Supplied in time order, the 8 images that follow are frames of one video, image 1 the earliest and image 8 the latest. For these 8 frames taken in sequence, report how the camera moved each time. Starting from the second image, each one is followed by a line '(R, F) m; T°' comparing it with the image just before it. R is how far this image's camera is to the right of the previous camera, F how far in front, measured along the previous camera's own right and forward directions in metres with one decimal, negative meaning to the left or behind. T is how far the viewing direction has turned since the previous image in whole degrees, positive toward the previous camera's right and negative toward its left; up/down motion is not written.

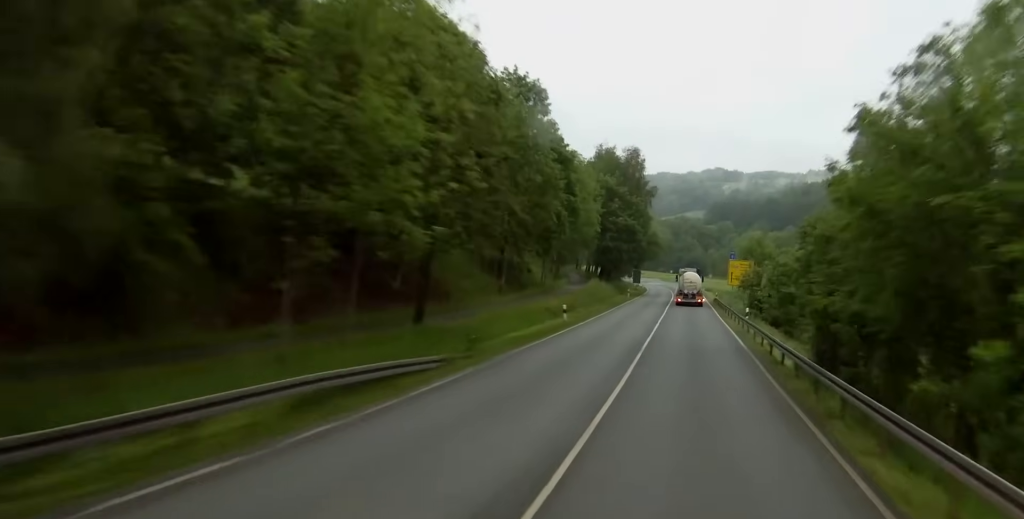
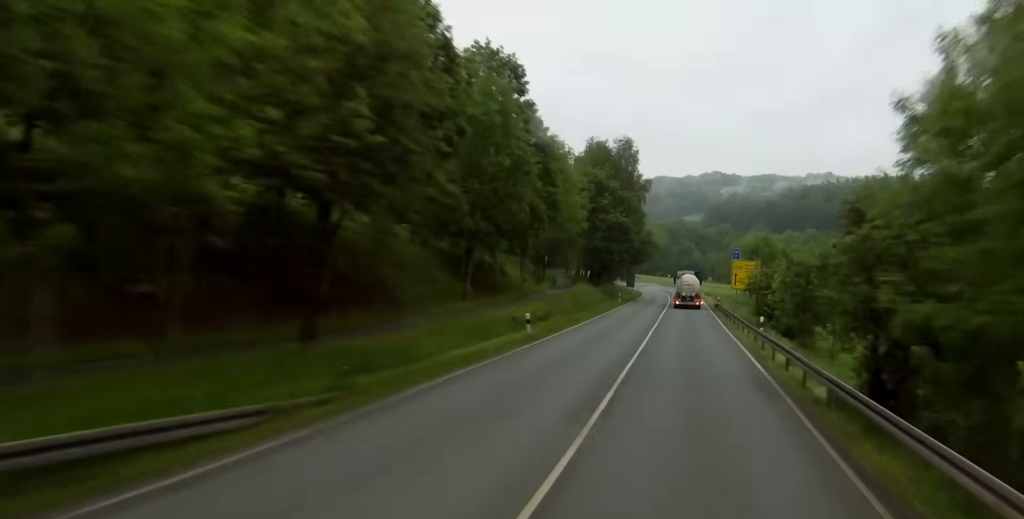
(-0.1, +10.6) m; 0°
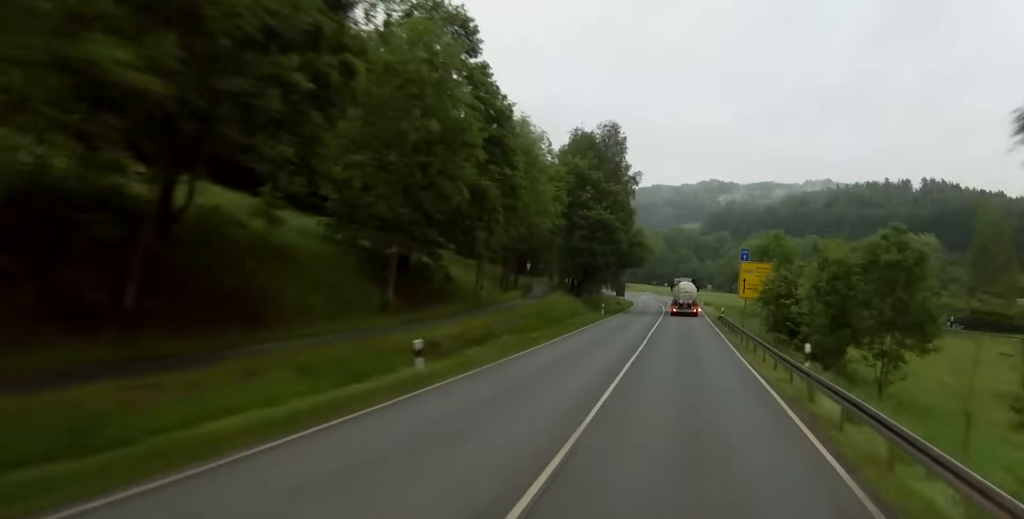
(0.0, +15.2) m; 0°
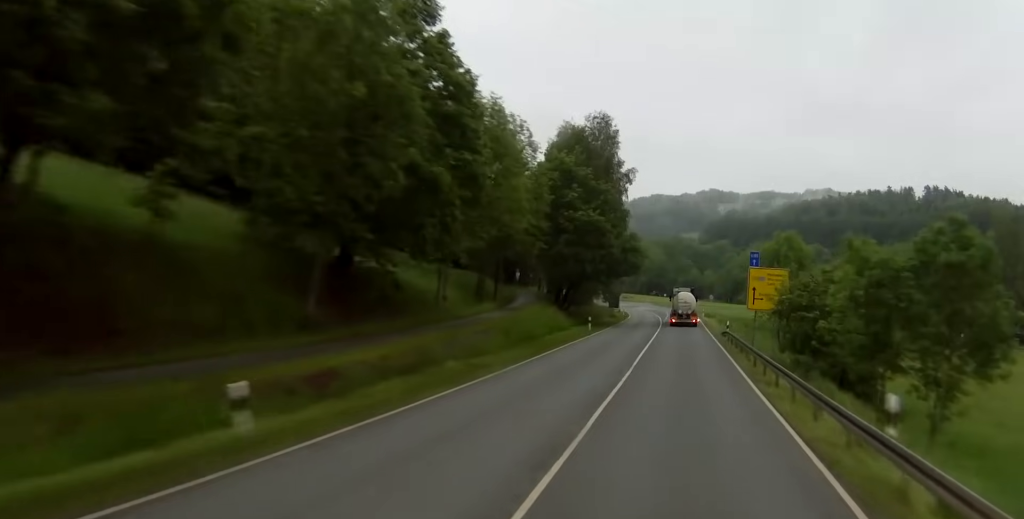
(0.0, +9.5) m; 0°
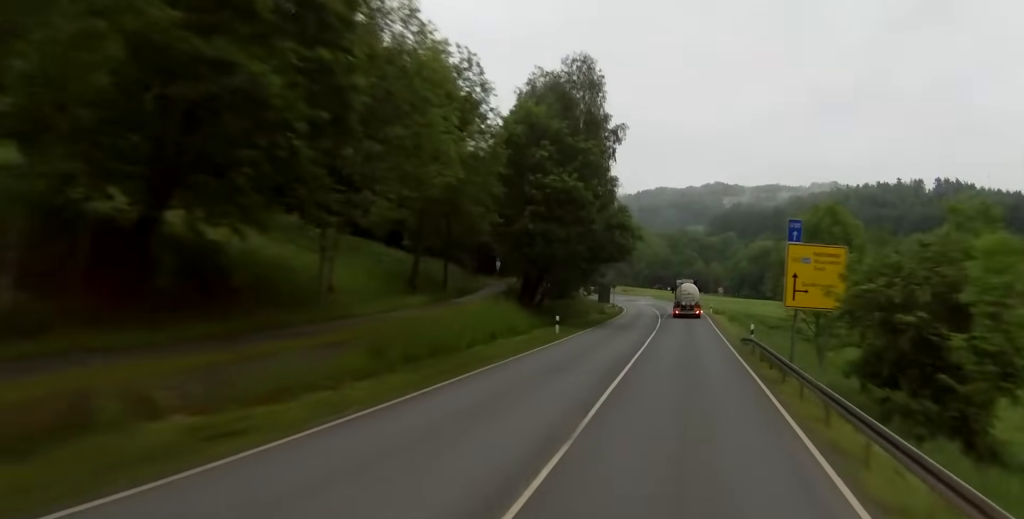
(+0.1, +17.9) m; +1°
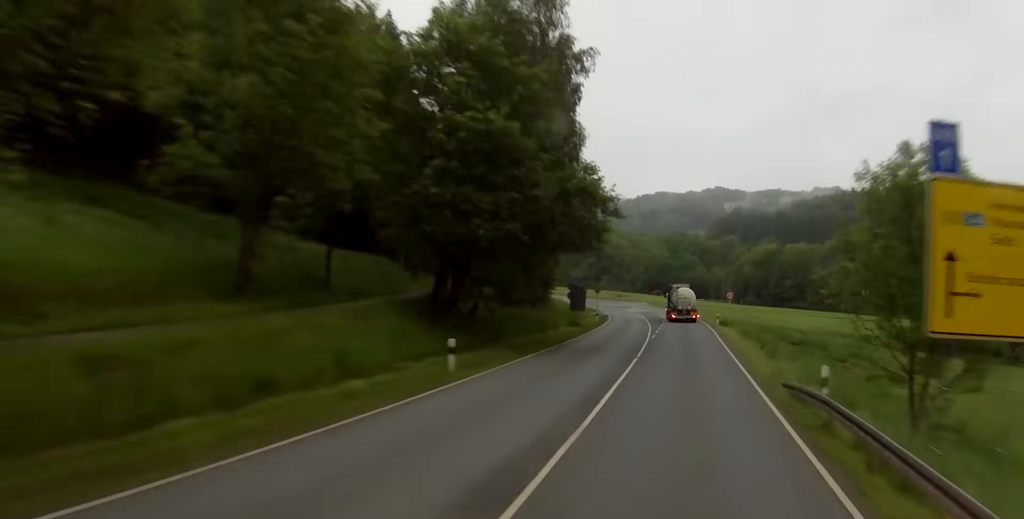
(+0.1, +20.8) m; 0°
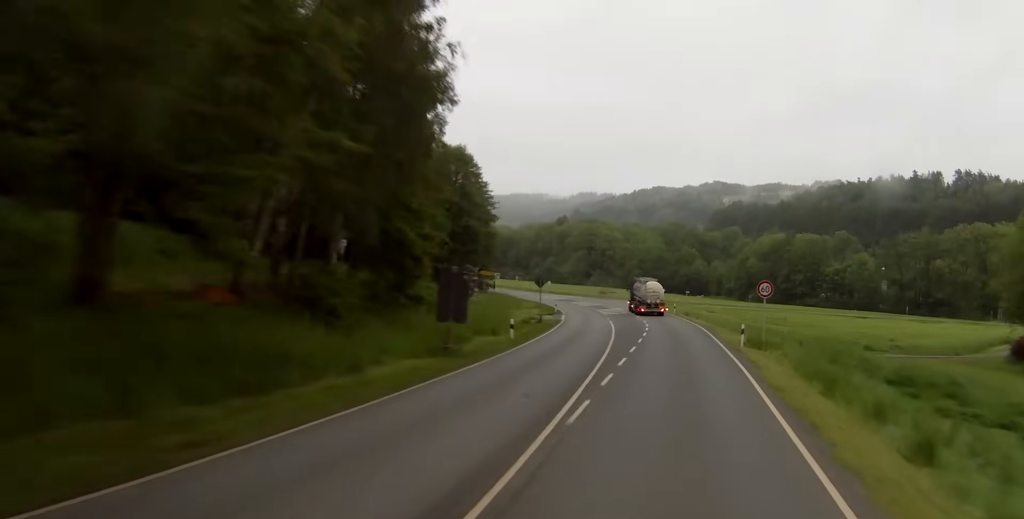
(-0.6, +35.9) m; -1°
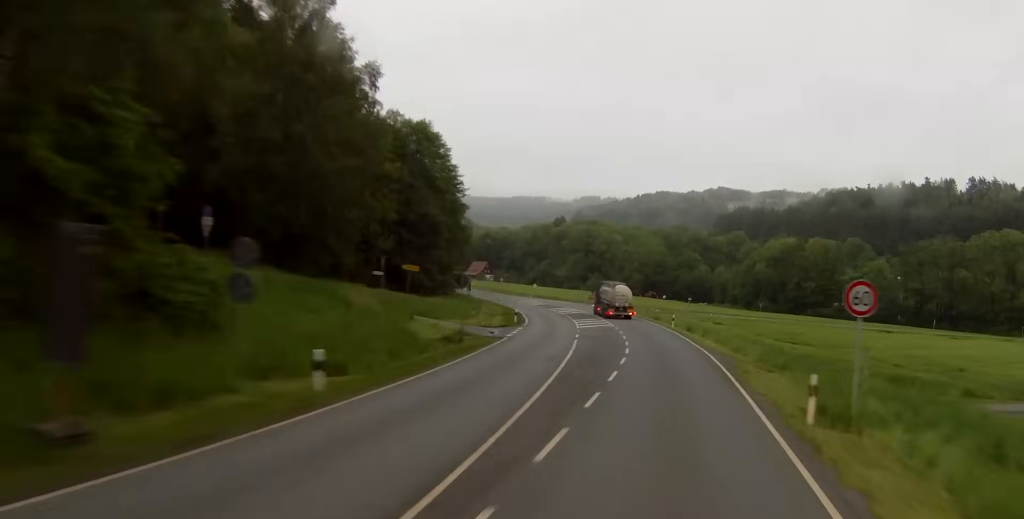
(+0.3, +21.9) m; 0°
